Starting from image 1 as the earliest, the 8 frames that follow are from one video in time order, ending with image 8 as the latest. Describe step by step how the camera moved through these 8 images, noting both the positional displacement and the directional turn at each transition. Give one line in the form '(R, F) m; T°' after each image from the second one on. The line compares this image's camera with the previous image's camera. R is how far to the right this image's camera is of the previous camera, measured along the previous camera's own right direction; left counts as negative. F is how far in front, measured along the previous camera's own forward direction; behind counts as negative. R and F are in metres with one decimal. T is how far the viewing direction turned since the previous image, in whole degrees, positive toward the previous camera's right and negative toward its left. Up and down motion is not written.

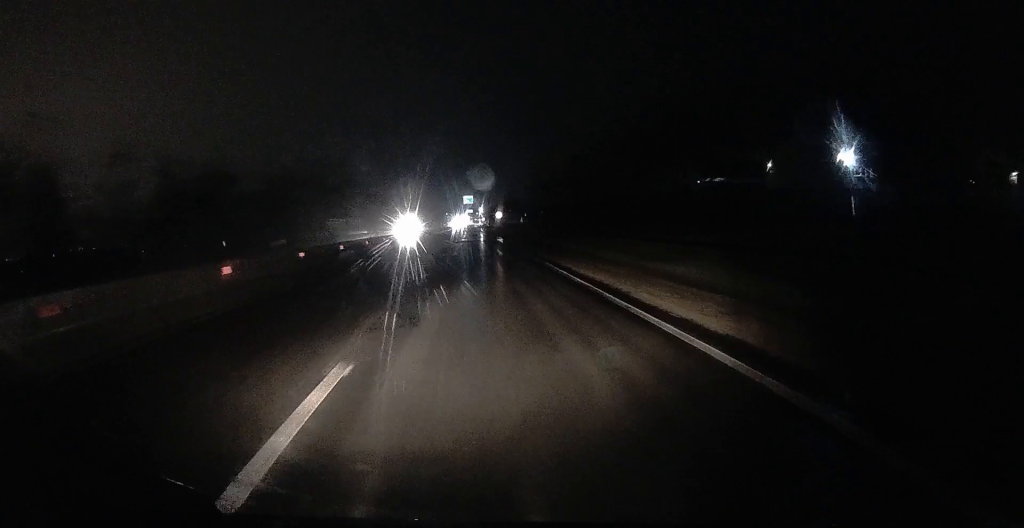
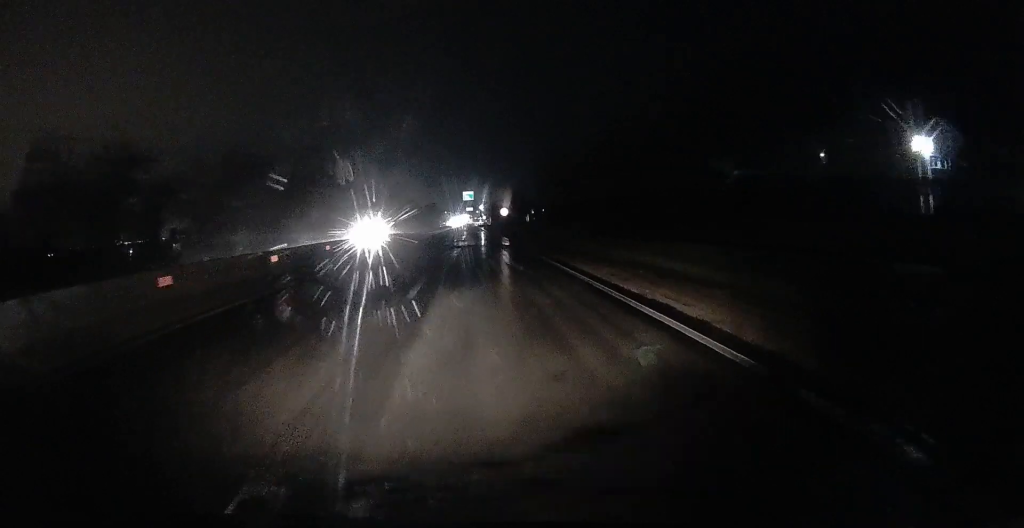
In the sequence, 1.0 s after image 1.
(0.0, +14.9) m; 0°
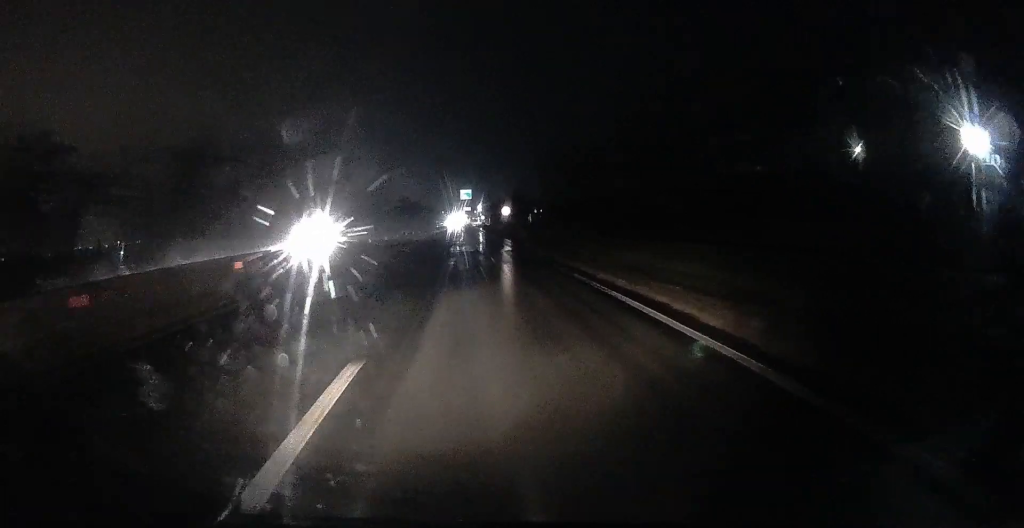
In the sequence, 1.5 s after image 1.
(0.0, +8.8) m; 0°
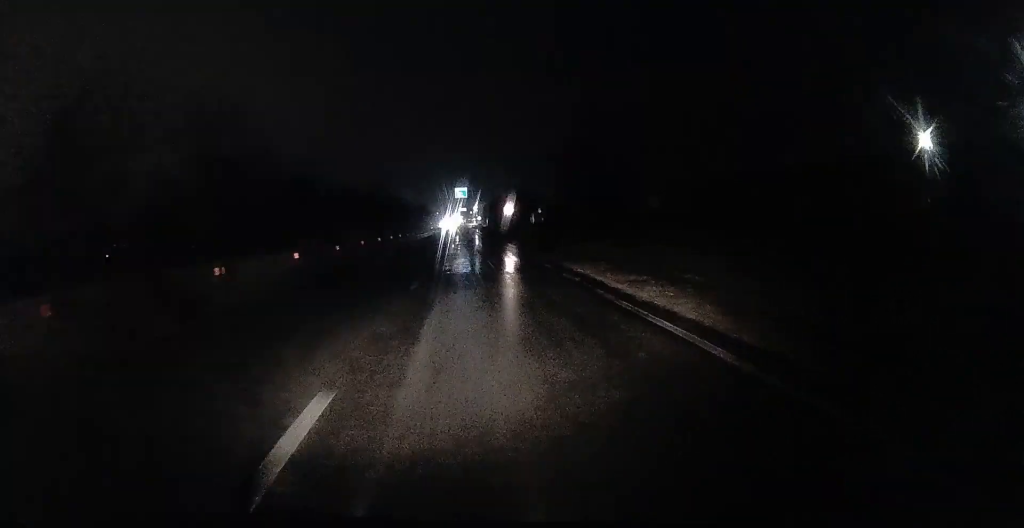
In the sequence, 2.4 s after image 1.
(0.0, +13.4) m; 0°
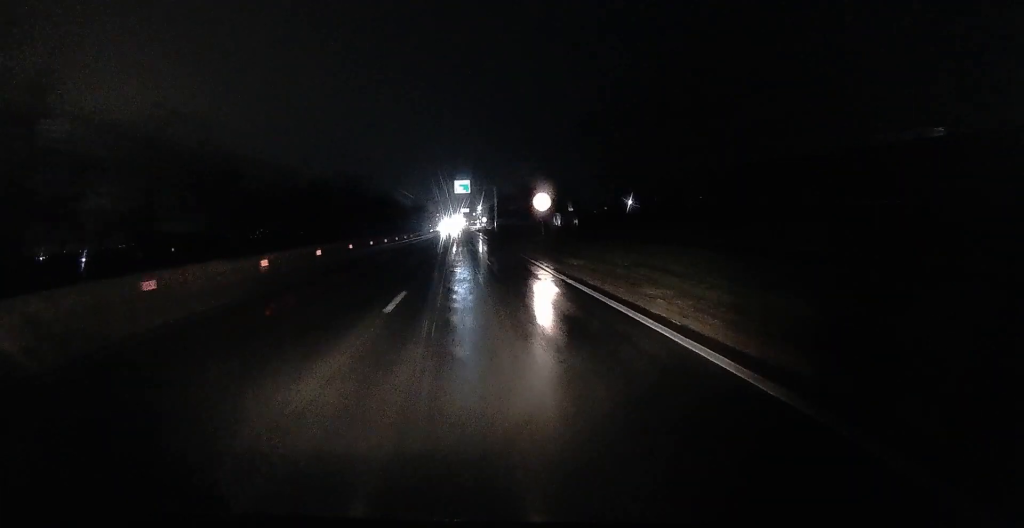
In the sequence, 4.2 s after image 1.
(+0.1, +27.7) m; +1°
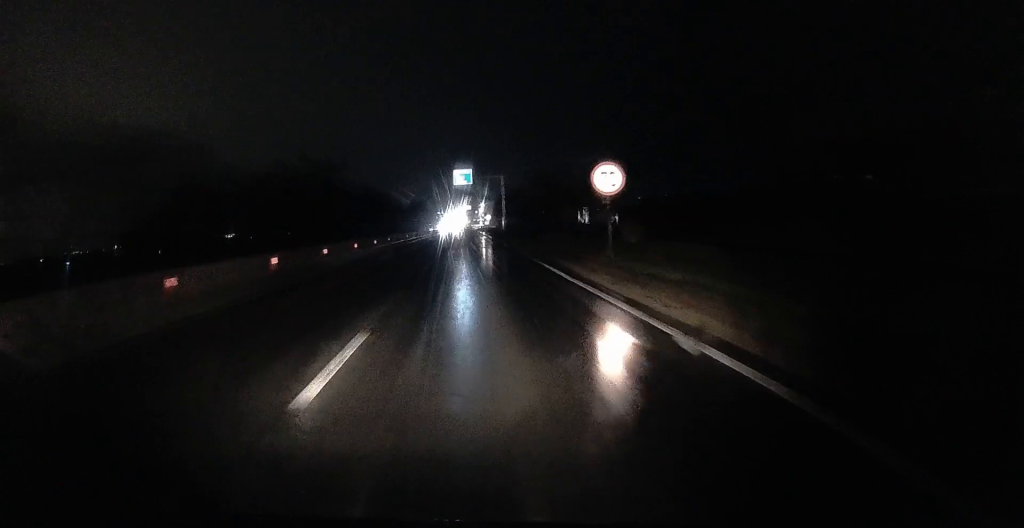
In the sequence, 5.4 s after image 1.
(0.0, +17.1) m; 0°
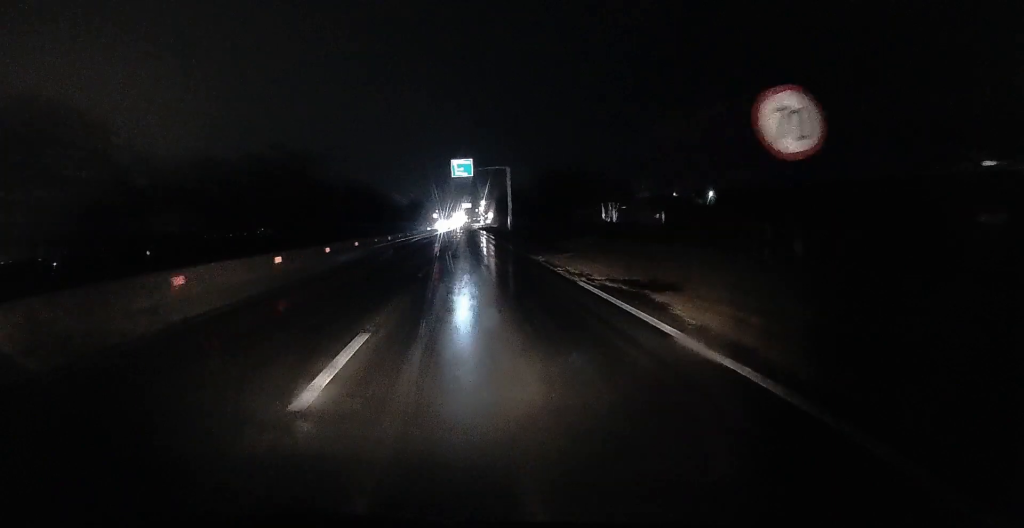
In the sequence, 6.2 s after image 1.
(-0.1, +11.6) m; -1°
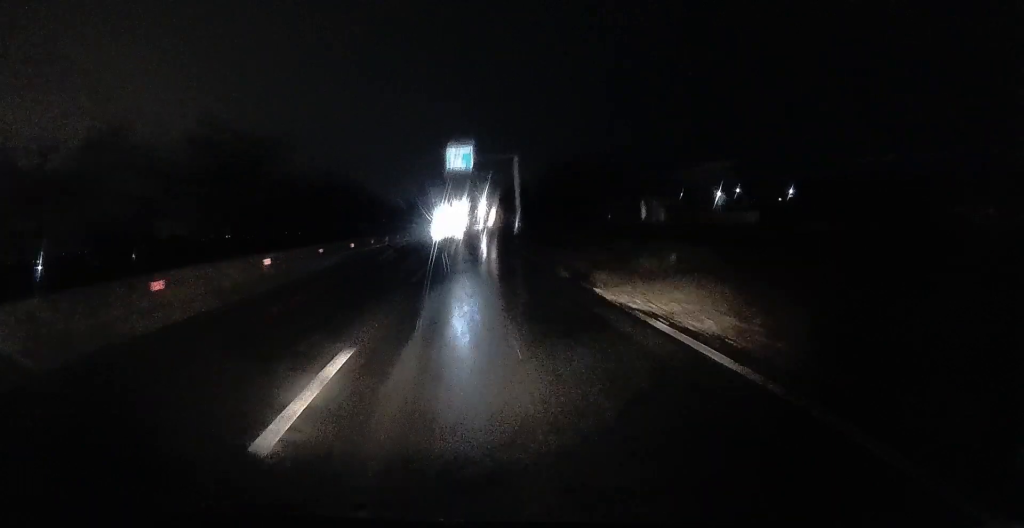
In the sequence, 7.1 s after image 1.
(-0.2, +12.8) m; +1°
